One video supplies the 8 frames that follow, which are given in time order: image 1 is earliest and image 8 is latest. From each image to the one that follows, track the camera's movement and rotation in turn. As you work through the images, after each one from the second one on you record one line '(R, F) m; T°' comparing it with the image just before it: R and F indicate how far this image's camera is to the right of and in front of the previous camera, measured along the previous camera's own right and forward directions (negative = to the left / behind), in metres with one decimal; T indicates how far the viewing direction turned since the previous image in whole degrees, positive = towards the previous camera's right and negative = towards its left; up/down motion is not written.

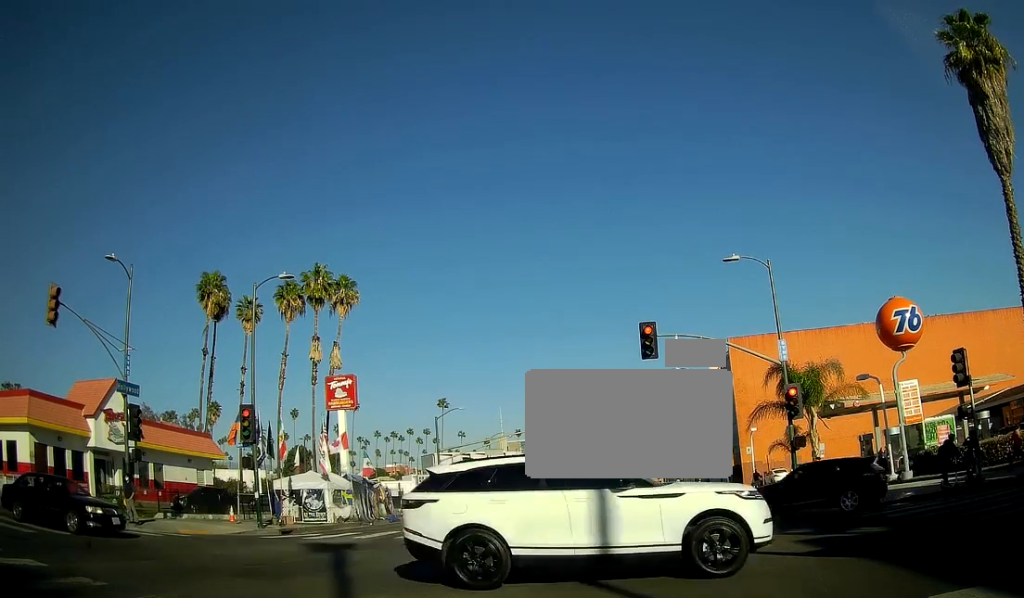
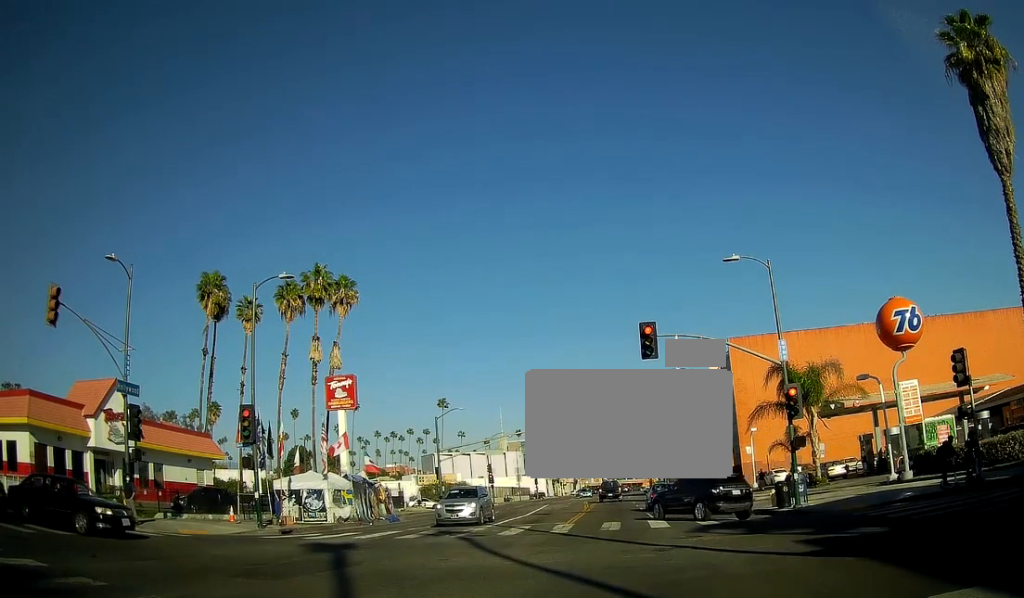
(0.0, 0.0) m; 0°
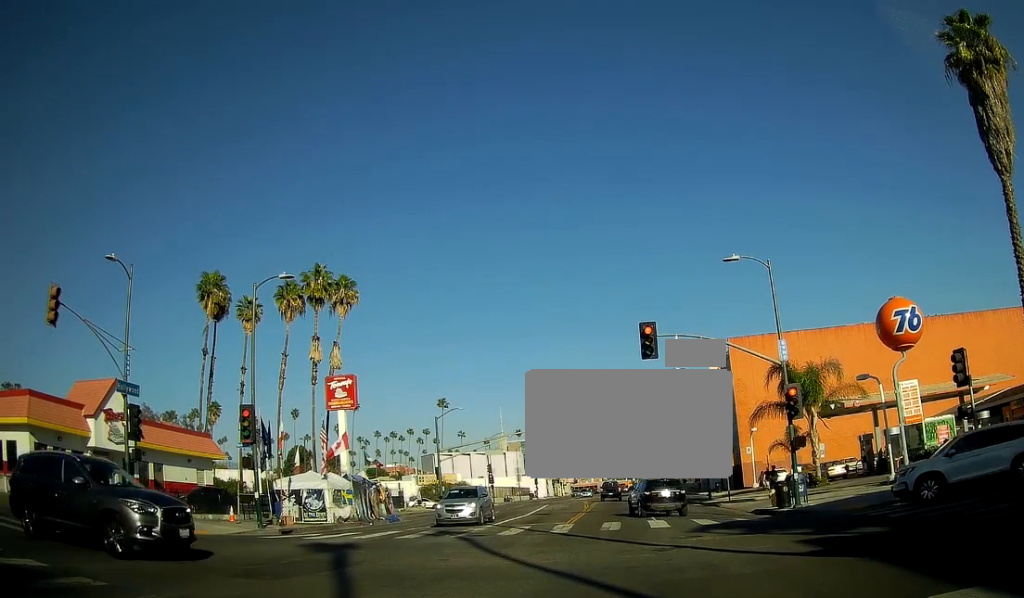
(0.0, 0.0) m; 0°
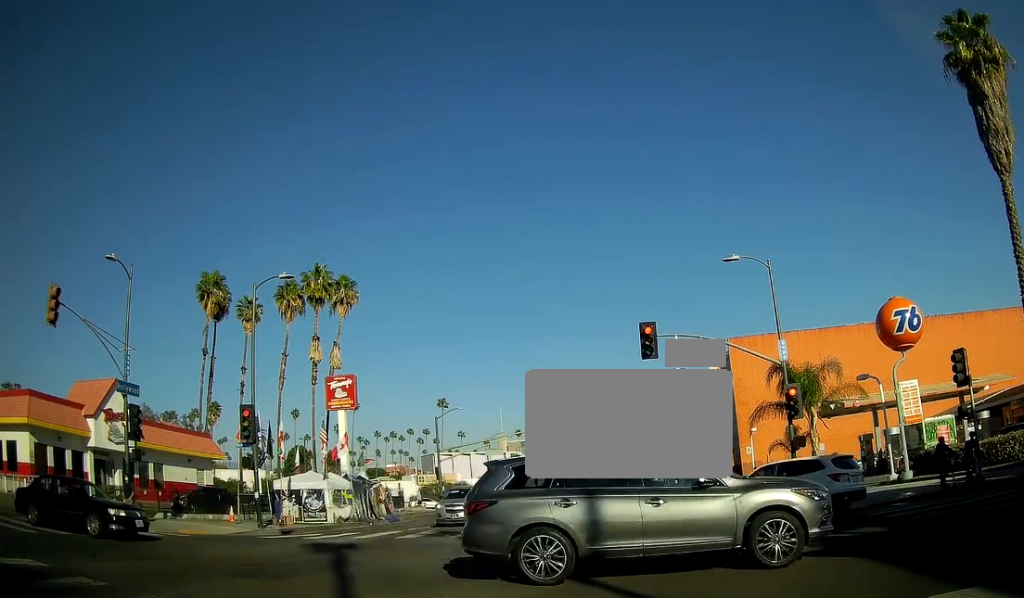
(0.0, 0.0) m; 0°
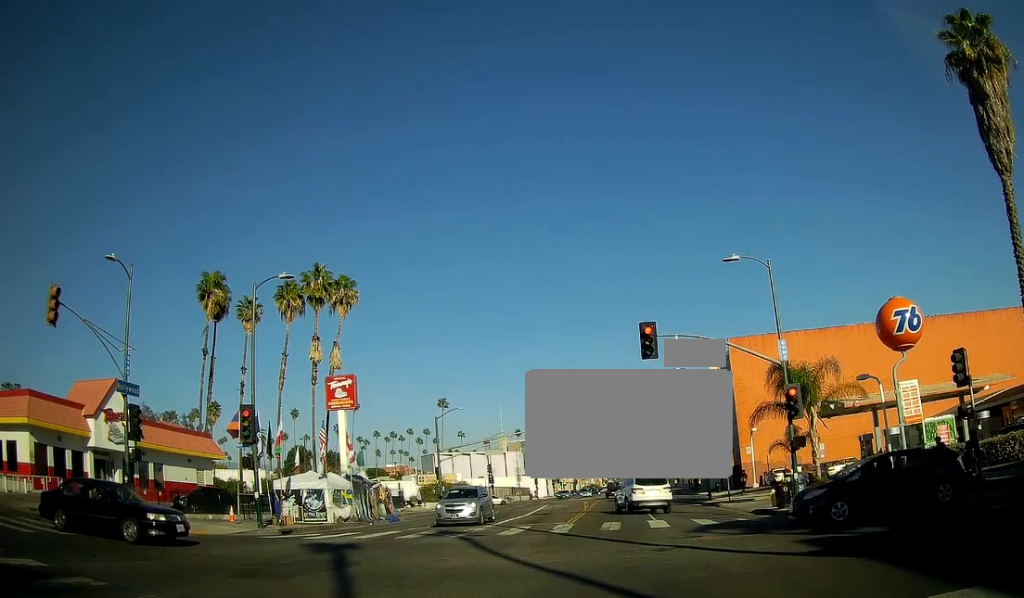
(0.0, 0.0) m; 0°
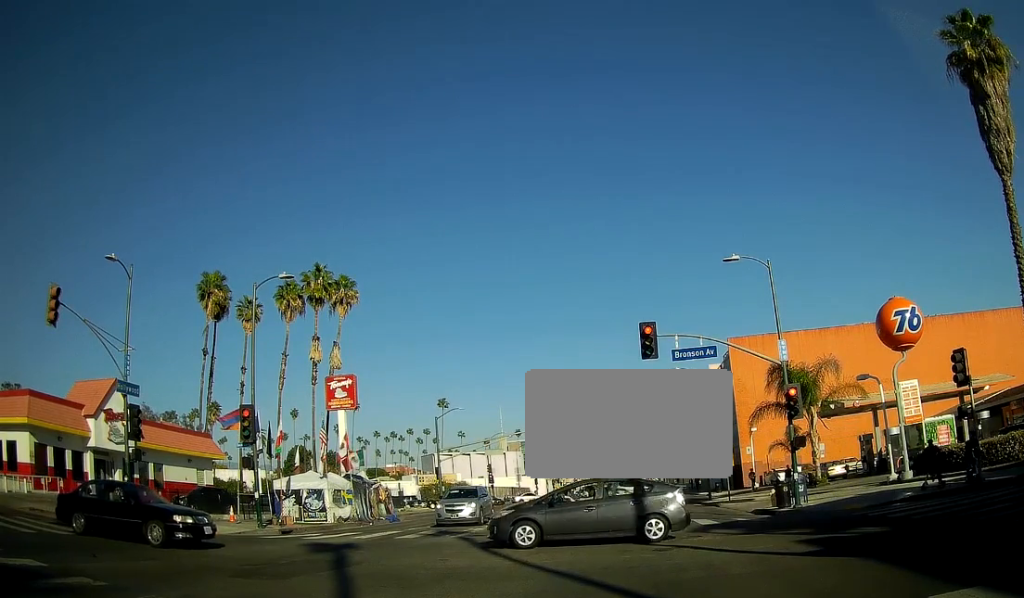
(0.0, 0.0) m; 0°
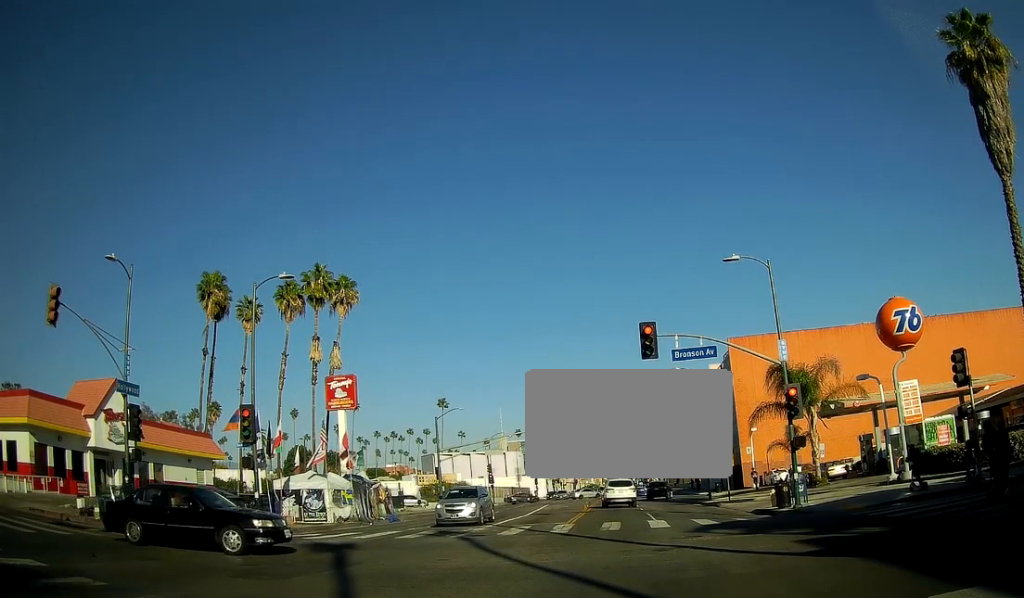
(0.0, 0.0) m; 0°
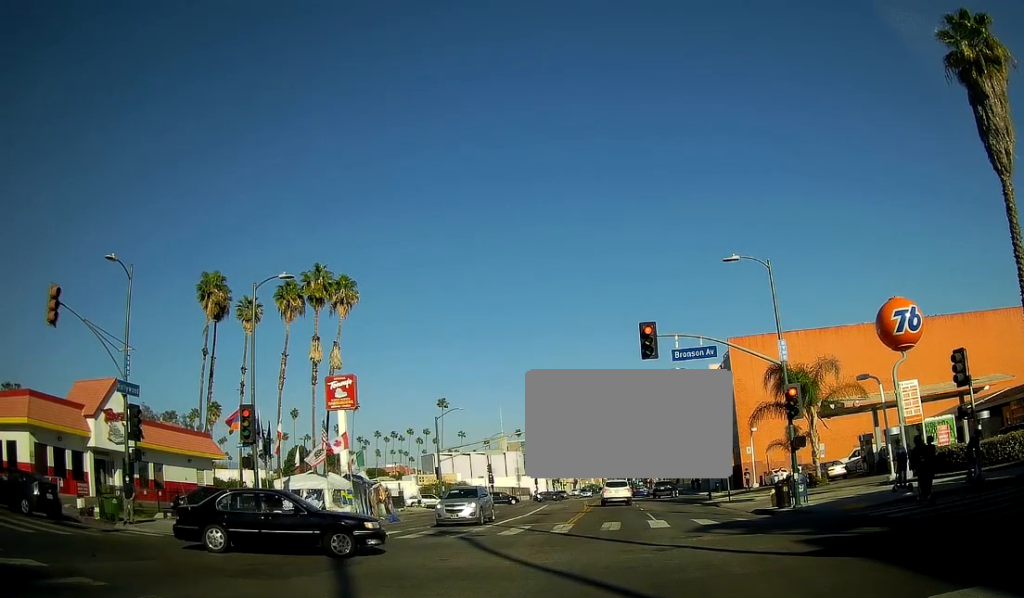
(0.0, 0.0) m; 0°
